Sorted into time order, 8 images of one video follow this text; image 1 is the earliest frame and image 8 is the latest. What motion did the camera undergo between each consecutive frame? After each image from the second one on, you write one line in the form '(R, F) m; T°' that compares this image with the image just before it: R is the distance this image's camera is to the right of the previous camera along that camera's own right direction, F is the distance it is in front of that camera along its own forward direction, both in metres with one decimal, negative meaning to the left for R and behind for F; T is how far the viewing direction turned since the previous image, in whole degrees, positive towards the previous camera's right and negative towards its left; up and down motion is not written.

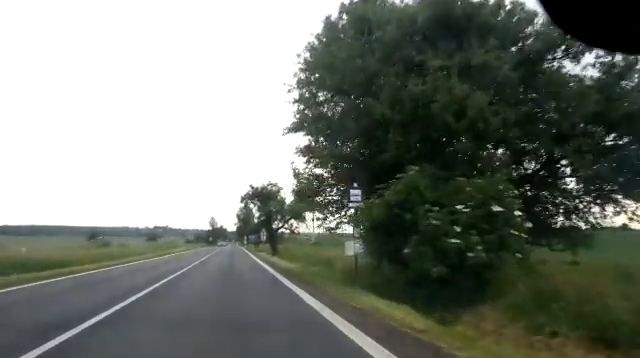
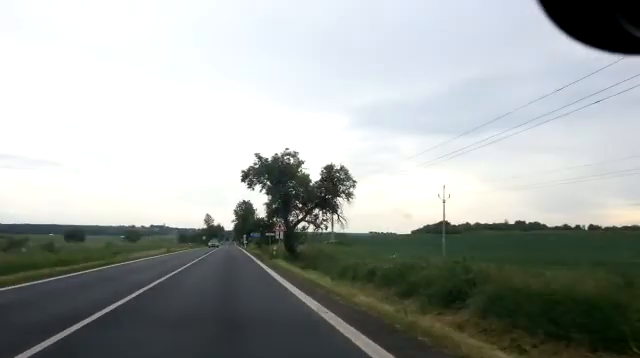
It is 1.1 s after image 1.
(+0.2, +20.4) m; 0°
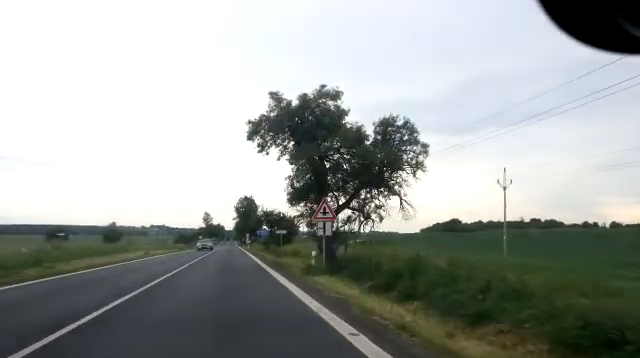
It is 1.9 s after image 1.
(-0.2, +16.0) m; 0°
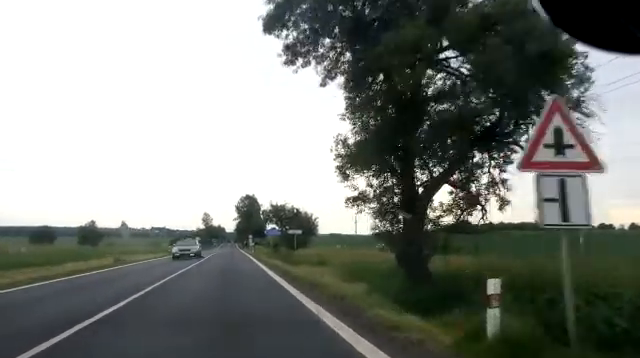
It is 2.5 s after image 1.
(+0.2, +12.3) m; 0°
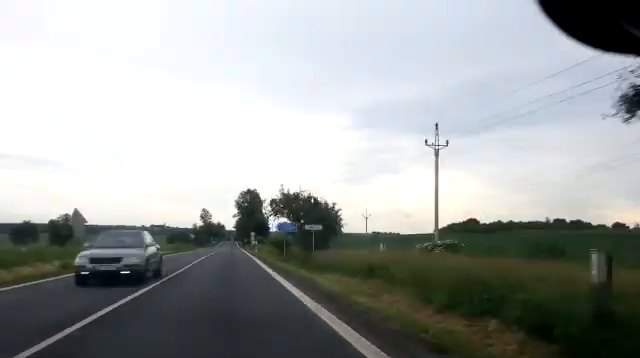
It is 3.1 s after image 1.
(0.0, +10.4) m; 0°
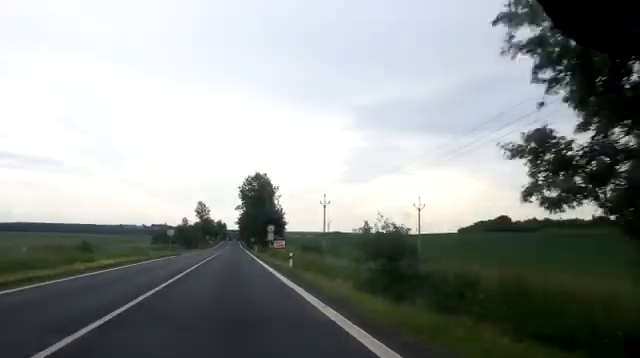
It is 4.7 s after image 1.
(0.0, +32.6) m; -1°
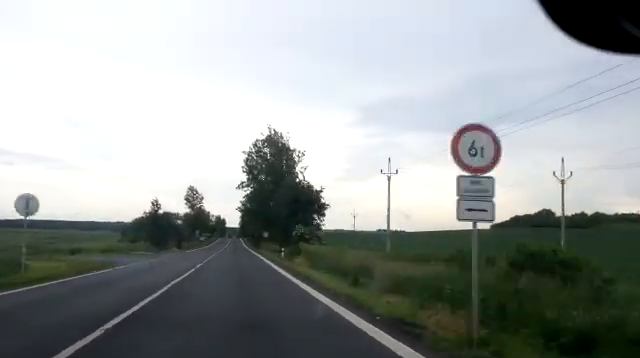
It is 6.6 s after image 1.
(+0.1, +38.0) m; 0°
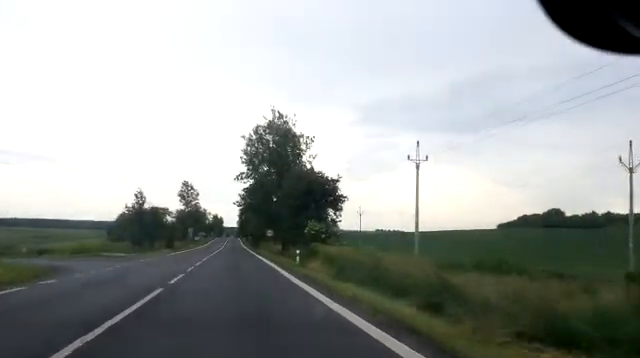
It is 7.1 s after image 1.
(-0.1, +8.7) m; 0°
